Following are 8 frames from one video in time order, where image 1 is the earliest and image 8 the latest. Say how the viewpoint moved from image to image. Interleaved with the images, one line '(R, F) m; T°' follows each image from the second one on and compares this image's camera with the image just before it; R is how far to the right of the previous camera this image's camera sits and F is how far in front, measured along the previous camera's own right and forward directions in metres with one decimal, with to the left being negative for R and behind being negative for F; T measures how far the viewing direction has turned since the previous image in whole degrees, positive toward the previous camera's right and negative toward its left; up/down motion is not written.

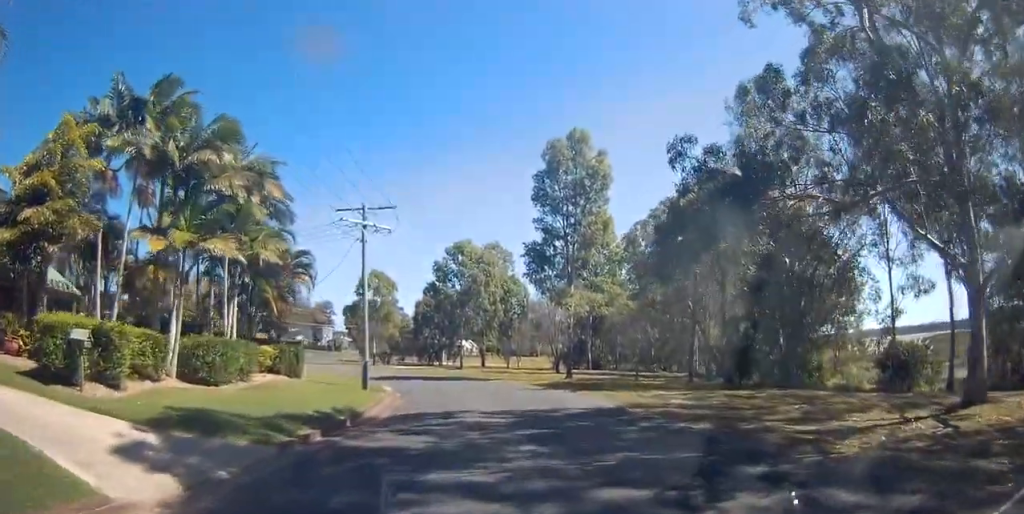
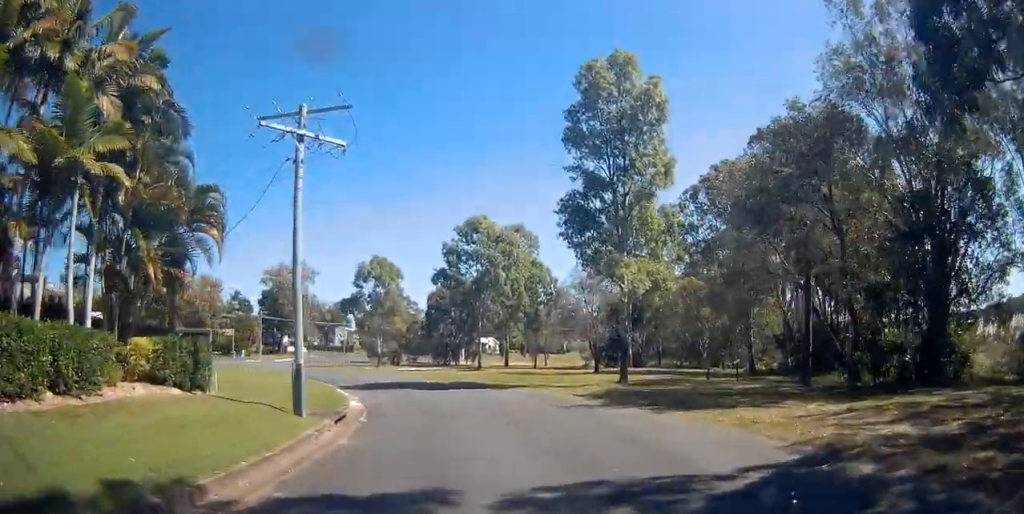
(-0.2, +10.6) m; -10°
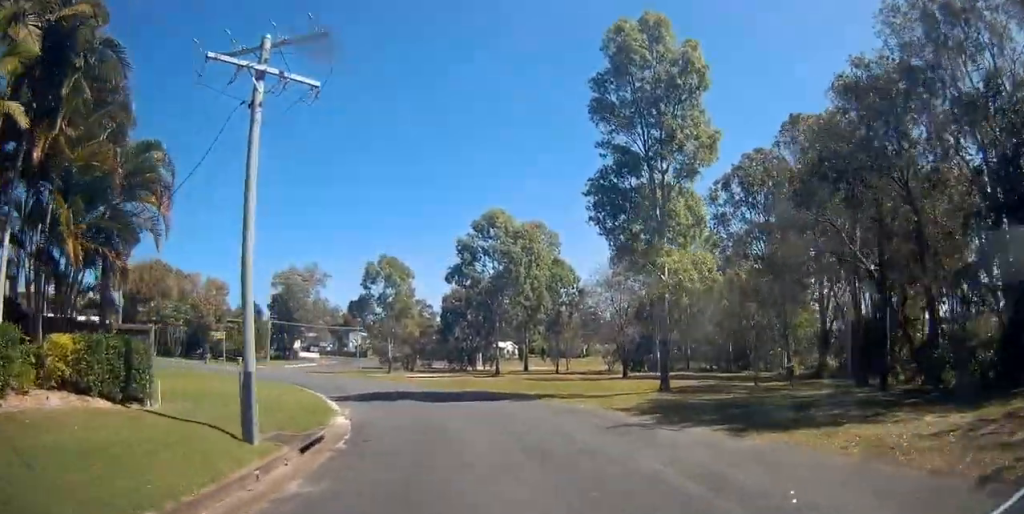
(-0.6, +3.9) m; -3°
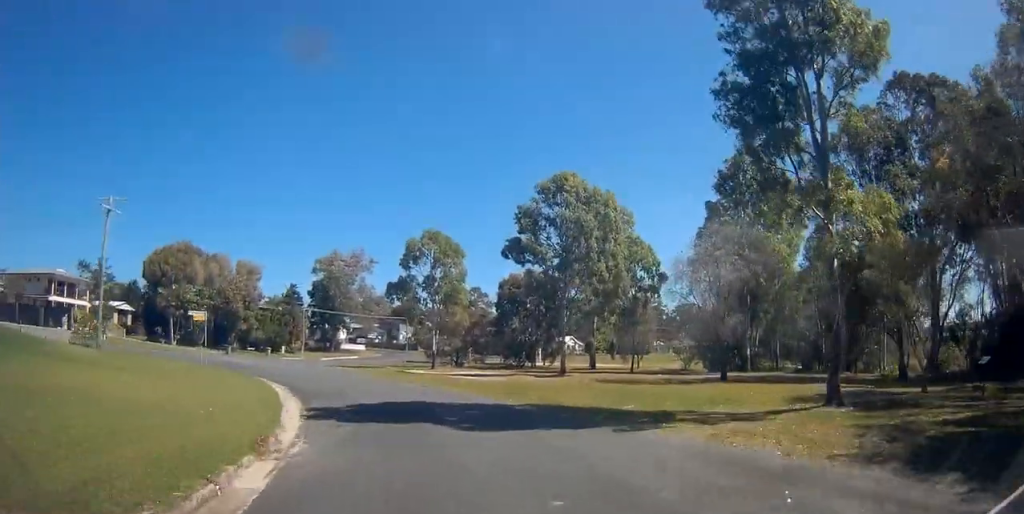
(-0.7, +9.1) m; -4°
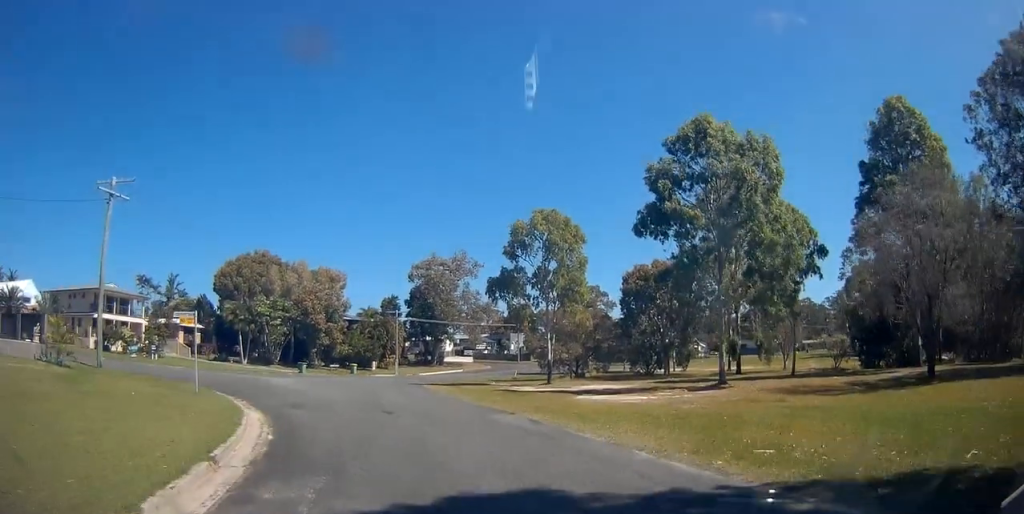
(-0.1, +10.4) m; -6°
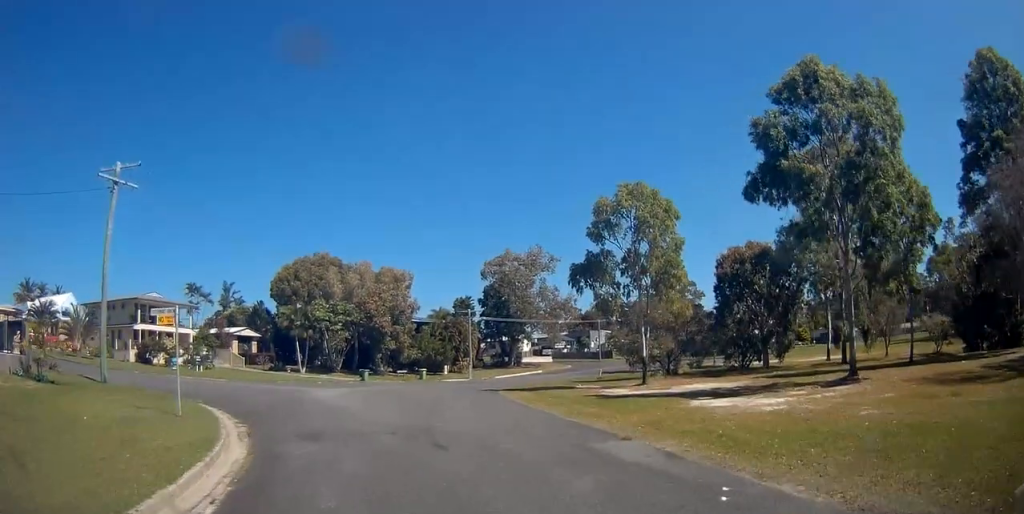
(-0.3, +5.5) m; -9°
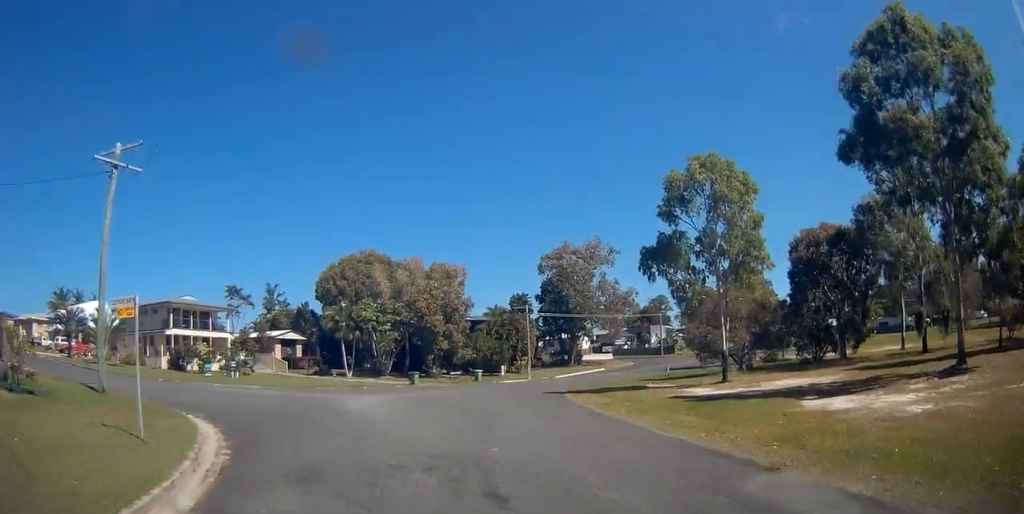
(+0.1, +4.0) m; -9°
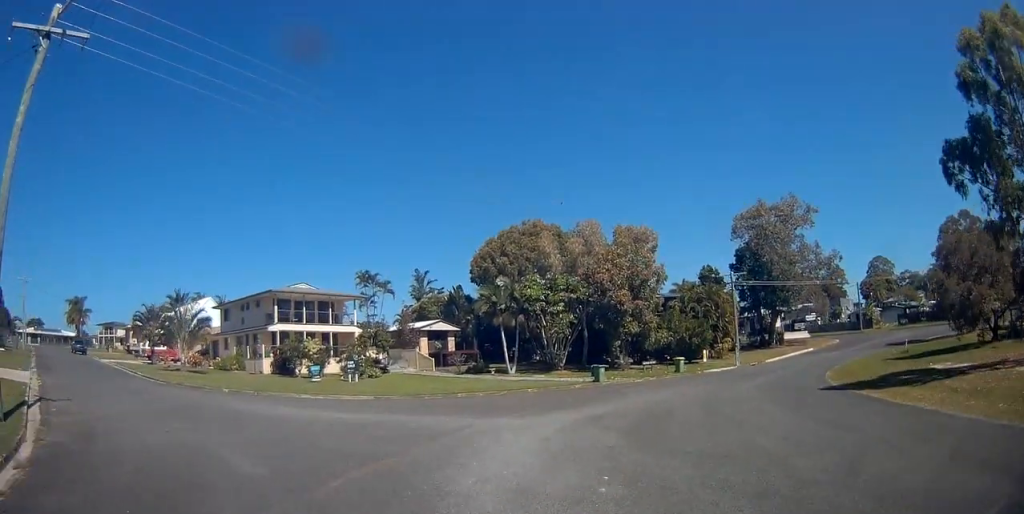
(-1.7, +12.9) m; -8°
